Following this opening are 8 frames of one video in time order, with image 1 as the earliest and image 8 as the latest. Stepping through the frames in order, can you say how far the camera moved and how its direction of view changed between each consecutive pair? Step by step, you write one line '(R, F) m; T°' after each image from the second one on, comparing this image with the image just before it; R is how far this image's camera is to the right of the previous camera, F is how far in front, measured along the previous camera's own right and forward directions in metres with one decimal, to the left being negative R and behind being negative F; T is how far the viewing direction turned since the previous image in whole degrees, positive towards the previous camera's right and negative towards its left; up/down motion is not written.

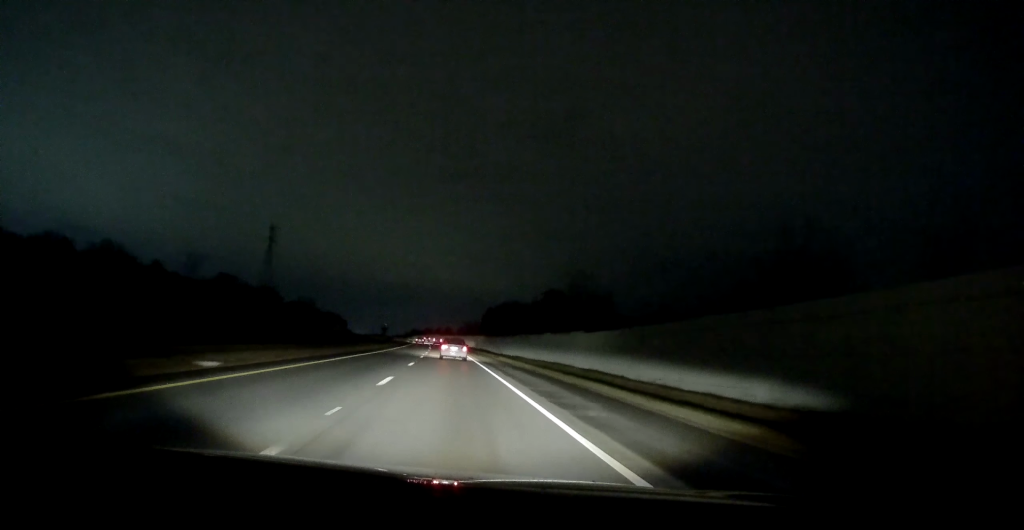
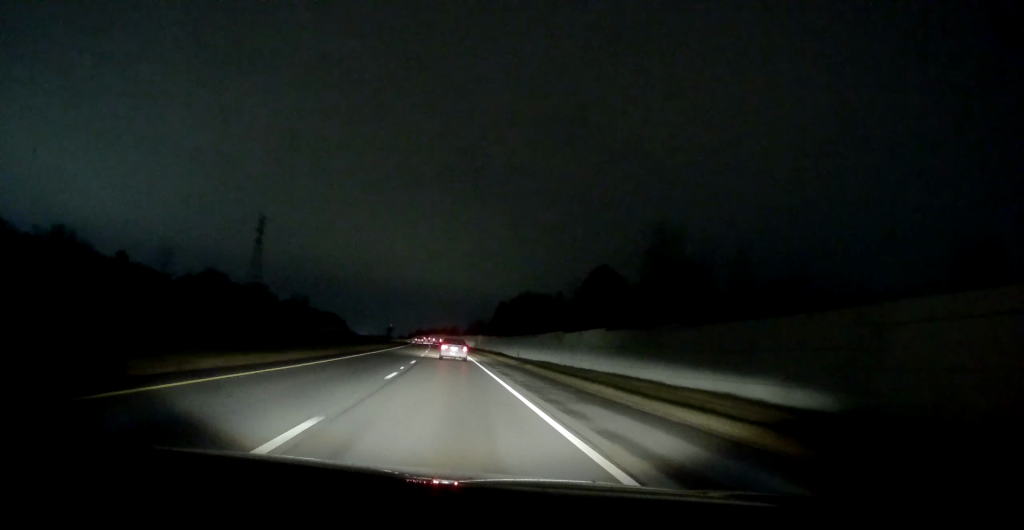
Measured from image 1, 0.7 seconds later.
(0.0, +22.3) m; 0°
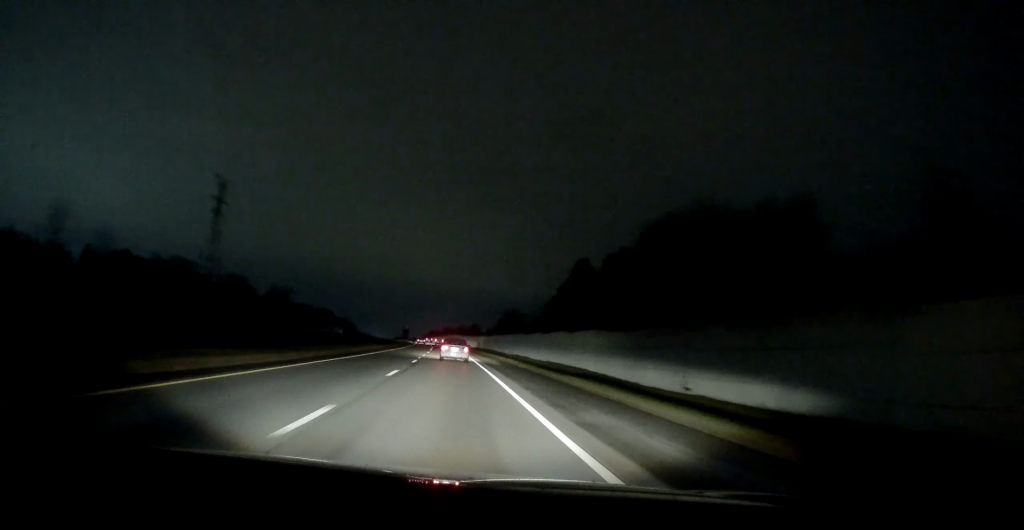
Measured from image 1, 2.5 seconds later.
(0.0, +58.2) m; -1°
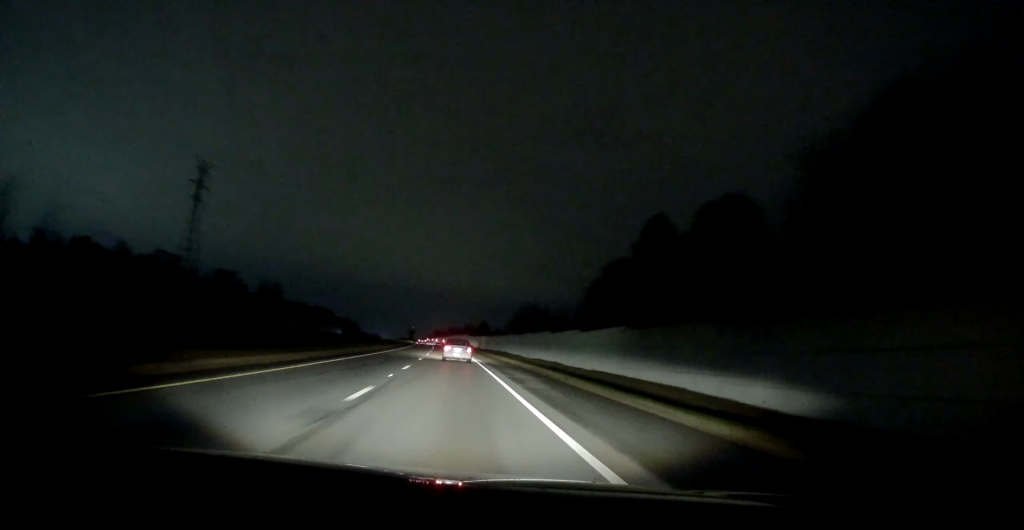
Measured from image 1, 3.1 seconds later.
(0.0, +19.1) m; -1°
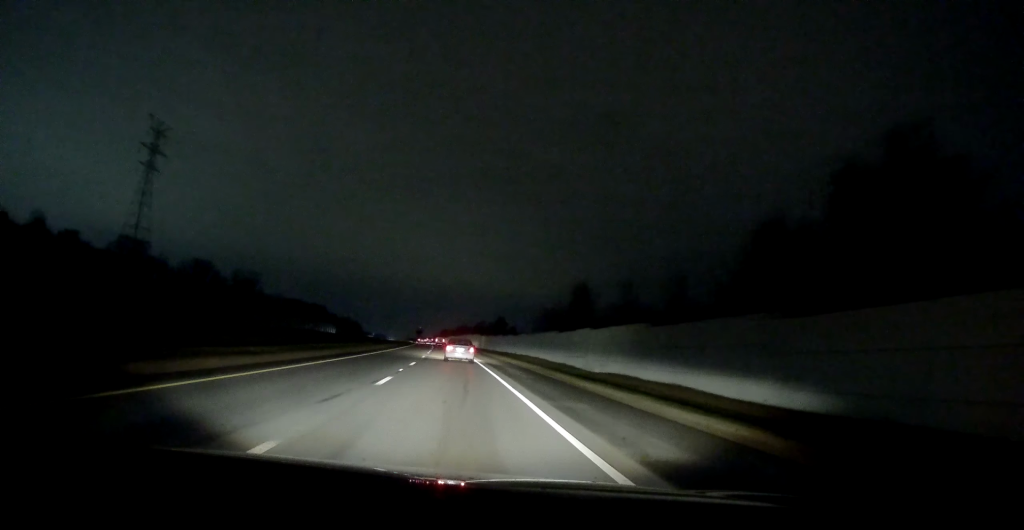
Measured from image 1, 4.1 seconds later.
(-0.5, +31.8) m; -1°
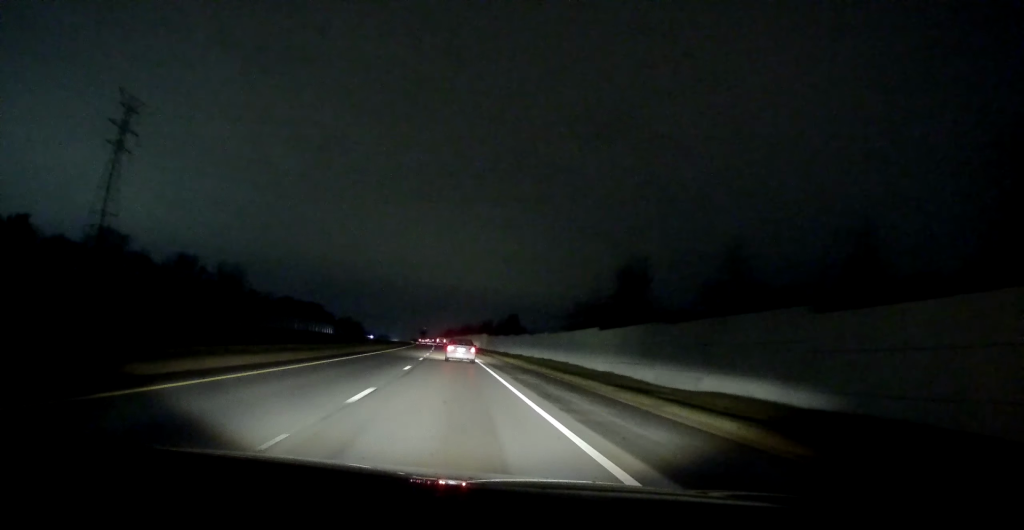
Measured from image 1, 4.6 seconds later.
(-0.1, +16.0) m; -1°
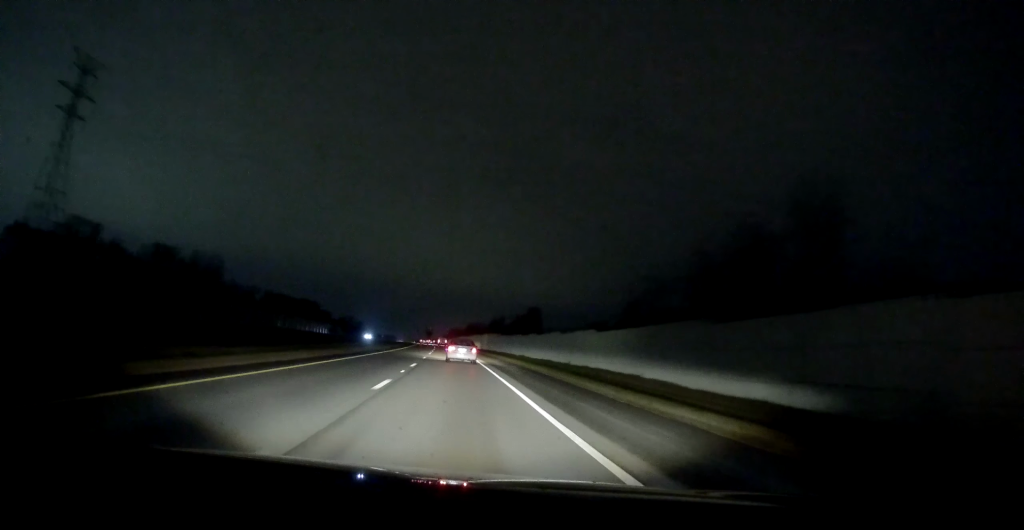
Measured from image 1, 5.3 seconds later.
(+0.1, +20.4) m; -1°
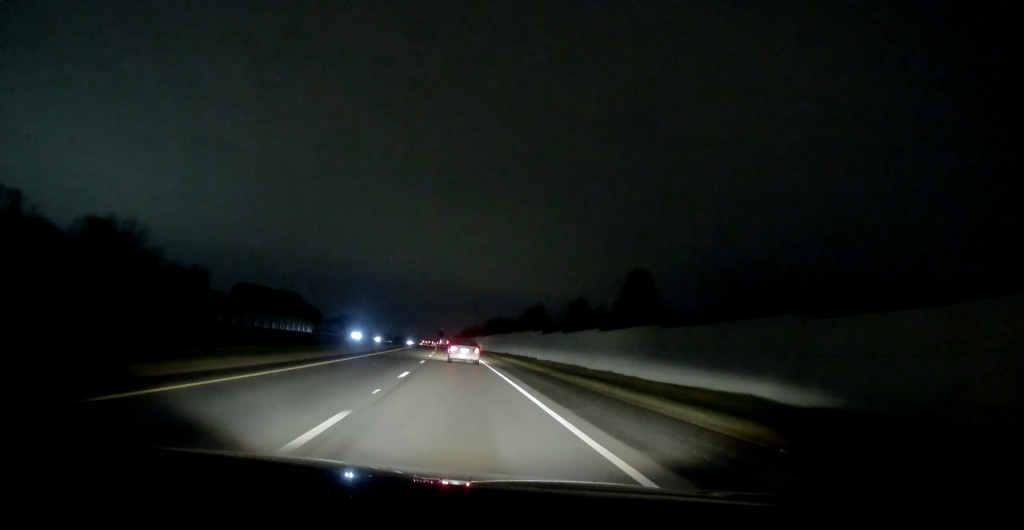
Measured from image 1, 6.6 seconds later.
(-1.1, +43.9) m; -2°
